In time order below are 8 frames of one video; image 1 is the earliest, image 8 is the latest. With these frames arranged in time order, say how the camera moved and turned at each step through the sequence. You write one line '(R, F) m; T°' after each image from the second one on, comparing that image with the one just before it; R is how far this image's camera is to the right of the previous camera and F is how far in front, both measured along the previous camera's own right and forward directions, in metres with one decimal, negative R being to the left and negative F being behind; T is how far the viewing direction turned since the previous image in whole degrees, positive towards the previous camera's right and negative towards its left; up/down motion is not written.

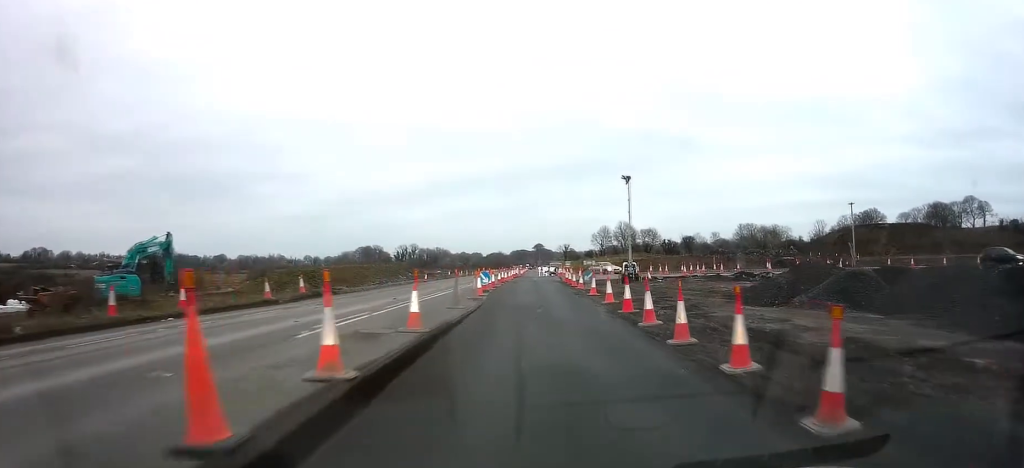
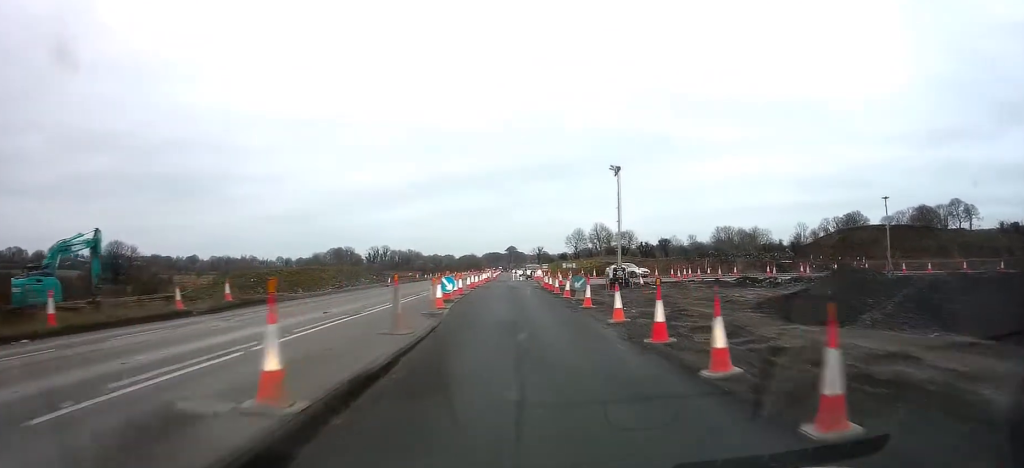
(0.0, +5.2) m; +1°
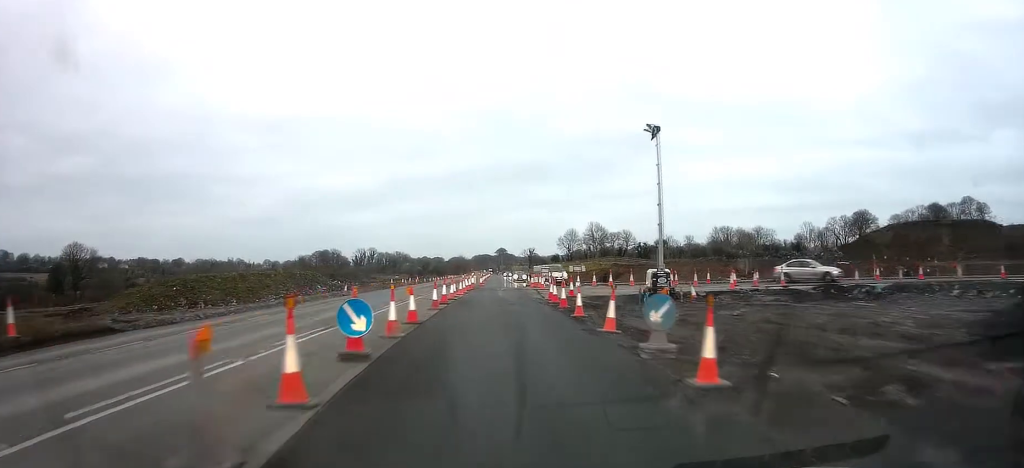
(+0.6, +11.0) m; +5°
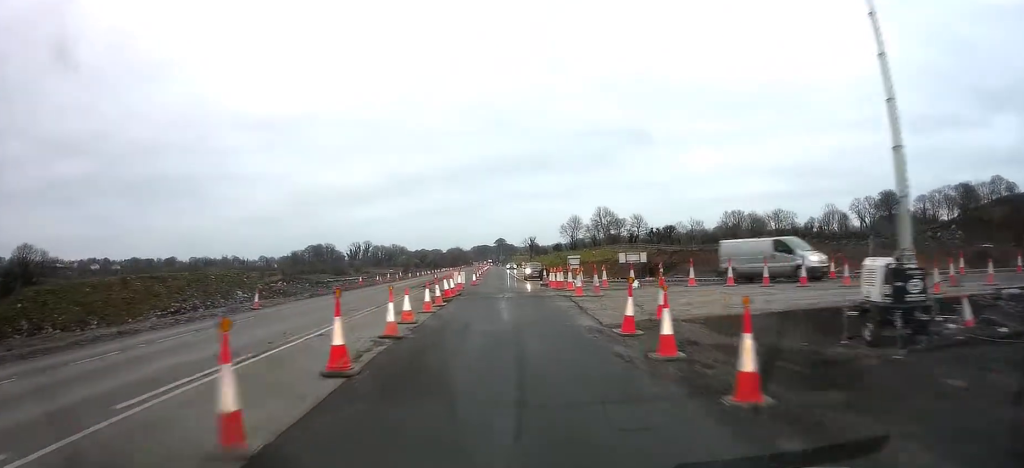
(+0.1, +15.4) m; +2°
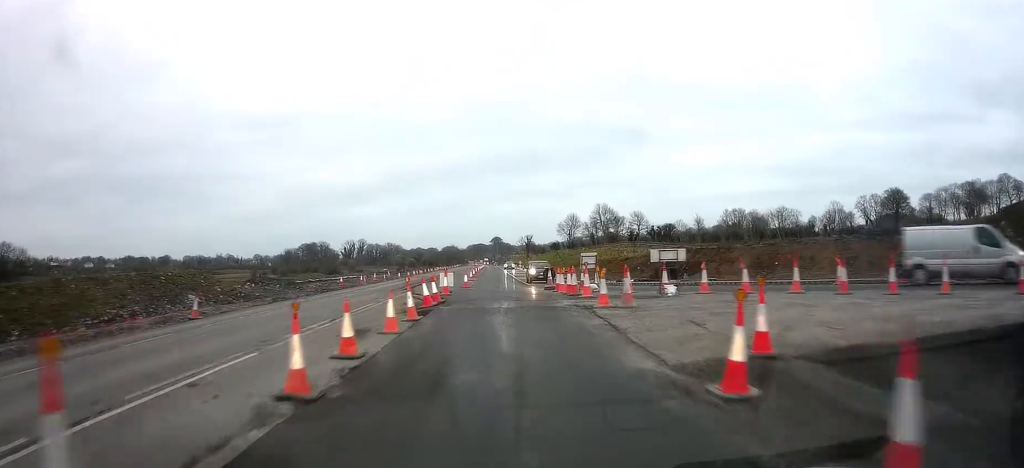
(+0.2, +5.4) m; +1°
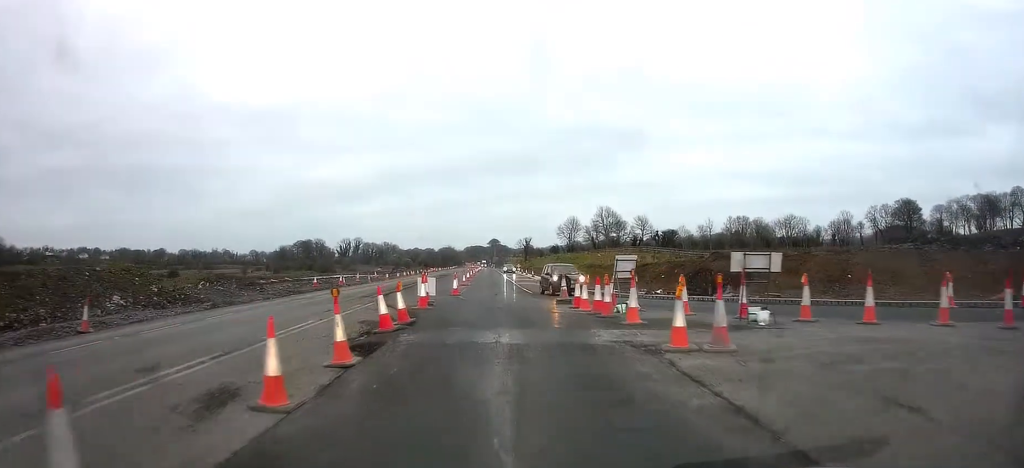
(+0.1, +6.5) m; +1°
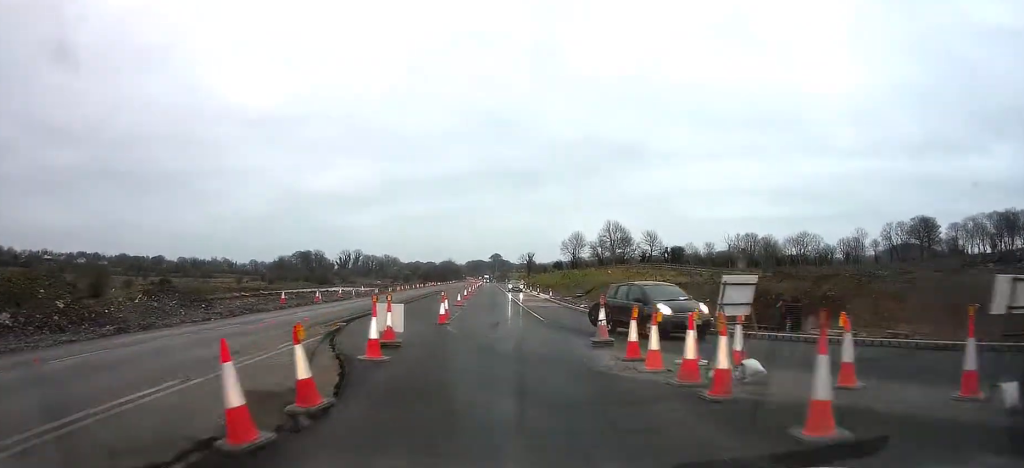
(0.0, +7.2) m; 0°
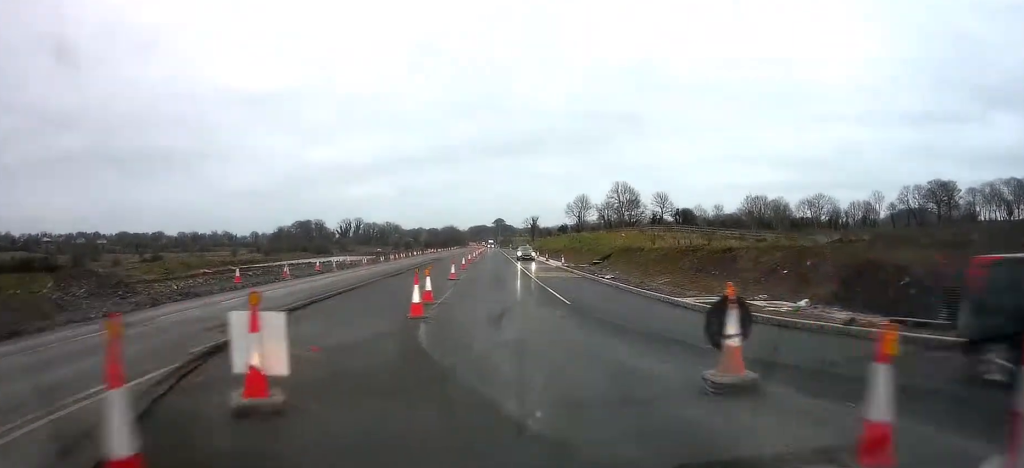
(+0.1, +7.6) m; -2°
